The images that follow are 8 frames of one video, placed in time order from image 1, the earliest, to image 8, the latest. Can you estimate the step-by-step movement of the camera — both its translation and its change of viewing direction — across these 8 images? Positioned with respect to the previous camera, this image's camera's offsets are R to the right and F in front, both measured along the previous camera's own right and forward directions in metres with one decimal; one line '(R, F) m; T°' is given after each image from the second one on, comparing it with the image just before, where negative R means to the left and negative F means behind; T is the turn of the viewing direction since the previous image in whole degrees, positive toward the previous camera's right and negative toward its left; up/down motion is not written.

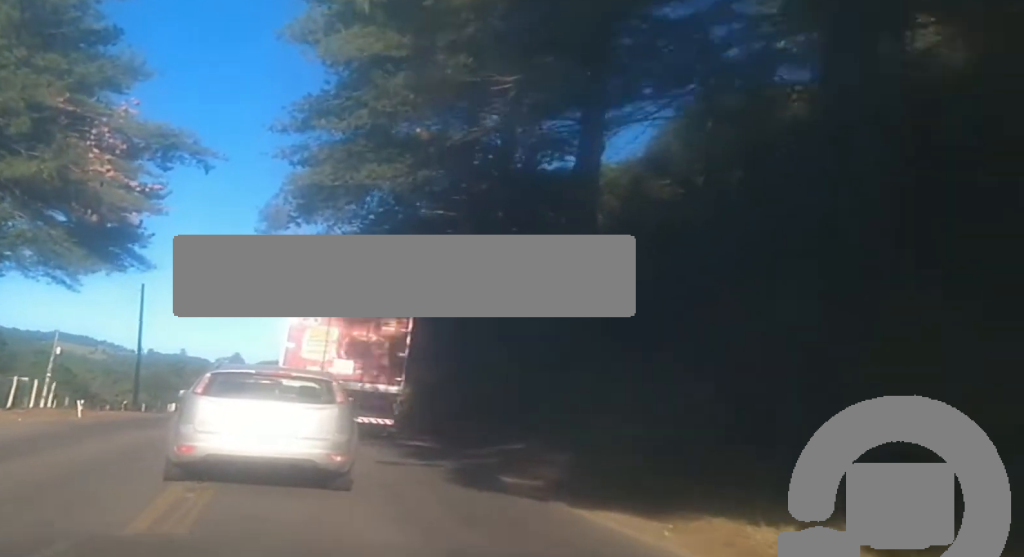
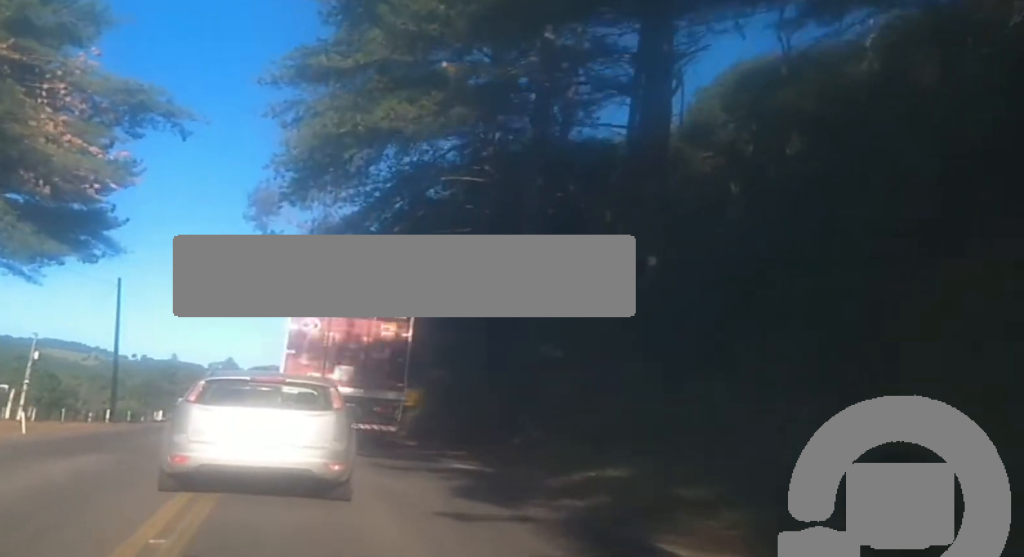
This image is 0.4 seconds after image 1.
(0.0, +6.0) m; 0°
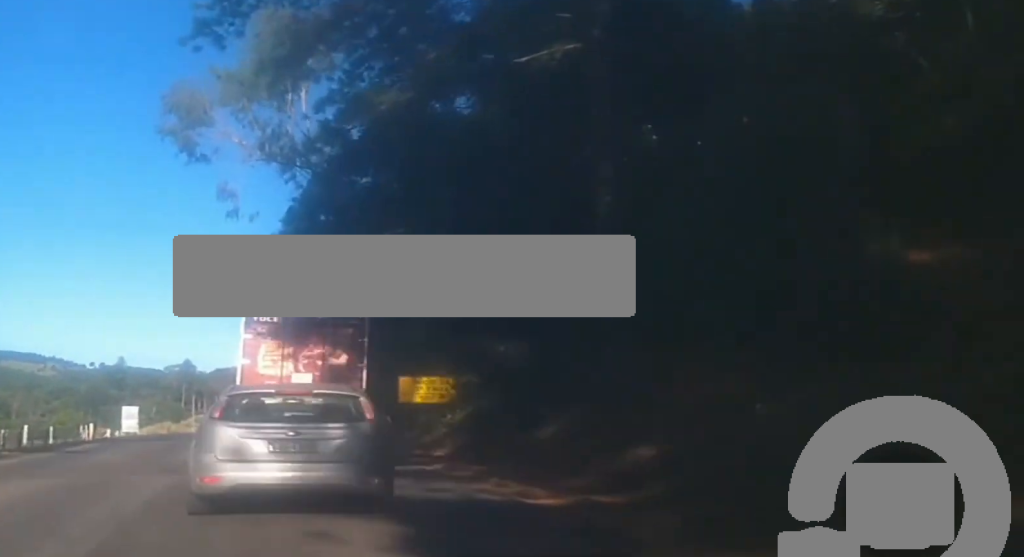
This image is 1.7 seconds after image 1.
(0.0, +17.5) m; 0°
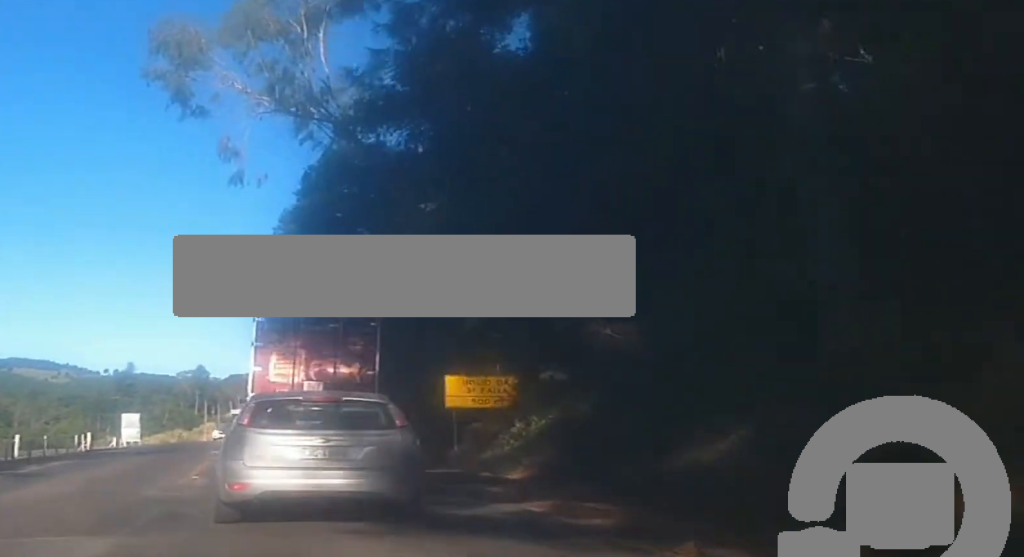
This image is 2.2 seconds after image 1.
(0.0, +6.4) m; 0°
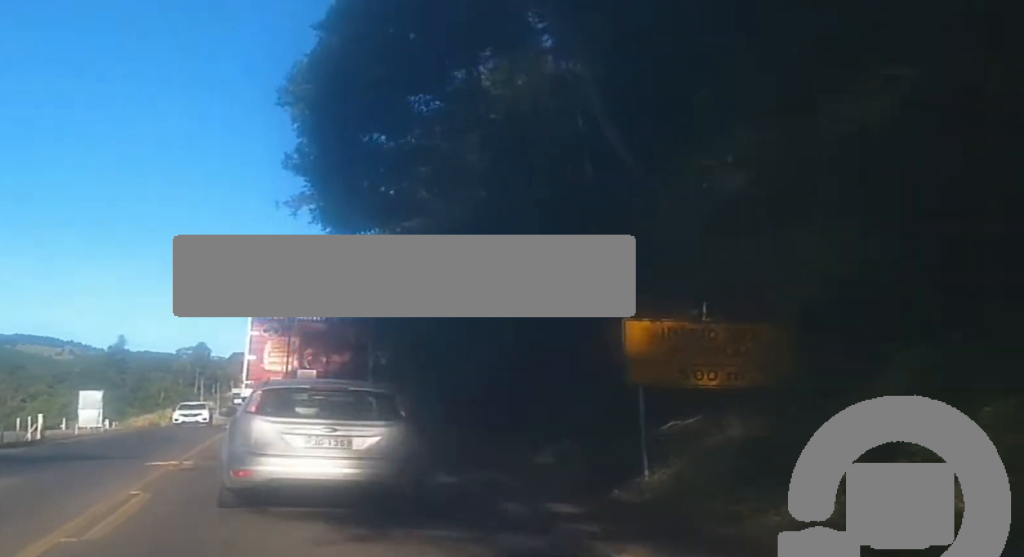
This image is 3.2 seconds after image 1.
(0.0, +14.4) m; 0°
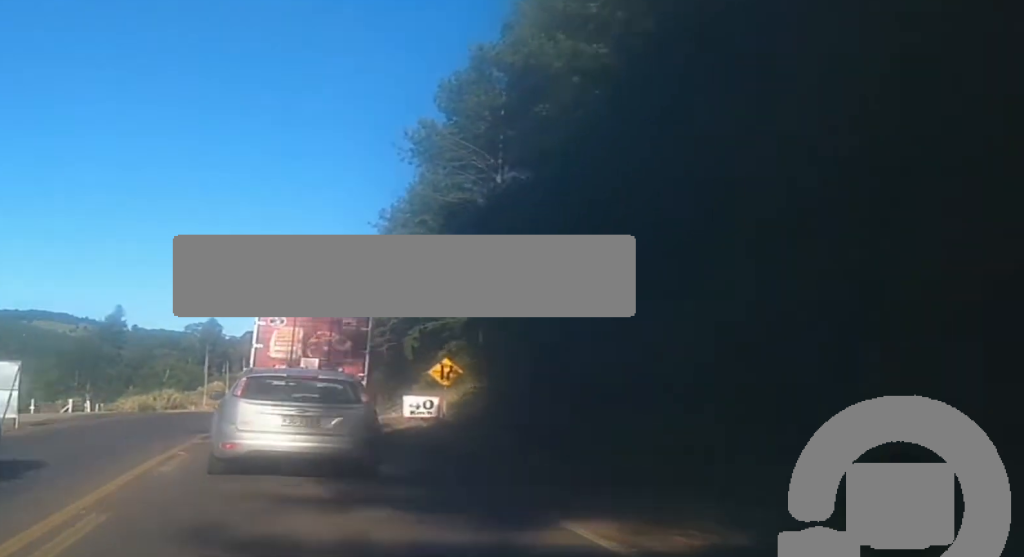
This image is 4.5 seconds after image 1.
(0.0, +18.7) m; -1°
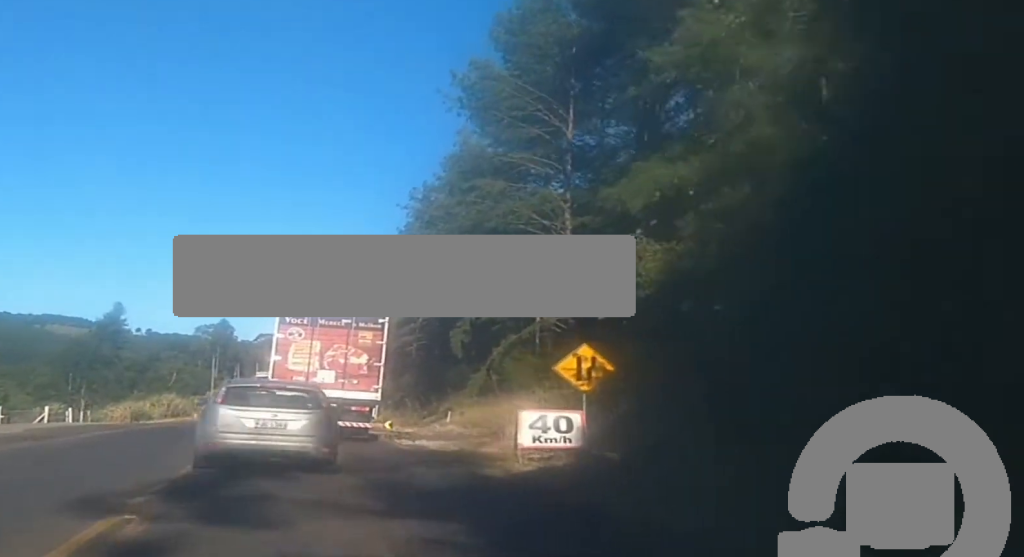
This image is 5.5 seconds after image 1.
(-0.2, +15.1) m; 0°
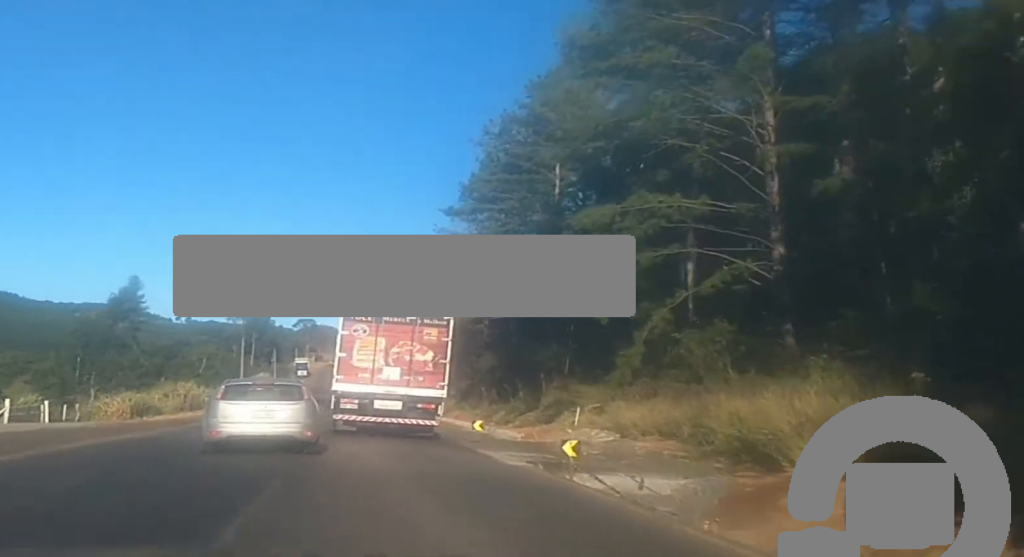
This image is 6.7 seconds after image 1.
(+0.1, +19.3) m; -1°
